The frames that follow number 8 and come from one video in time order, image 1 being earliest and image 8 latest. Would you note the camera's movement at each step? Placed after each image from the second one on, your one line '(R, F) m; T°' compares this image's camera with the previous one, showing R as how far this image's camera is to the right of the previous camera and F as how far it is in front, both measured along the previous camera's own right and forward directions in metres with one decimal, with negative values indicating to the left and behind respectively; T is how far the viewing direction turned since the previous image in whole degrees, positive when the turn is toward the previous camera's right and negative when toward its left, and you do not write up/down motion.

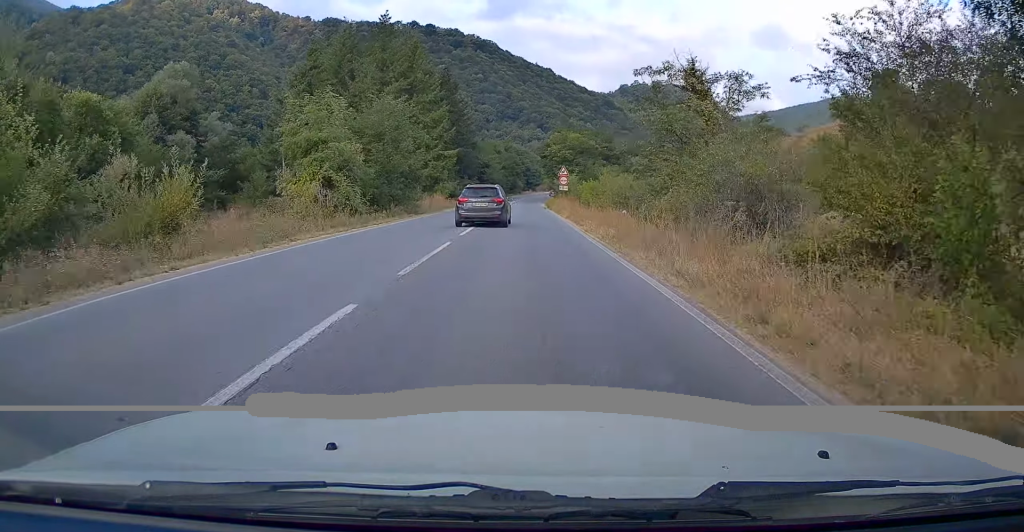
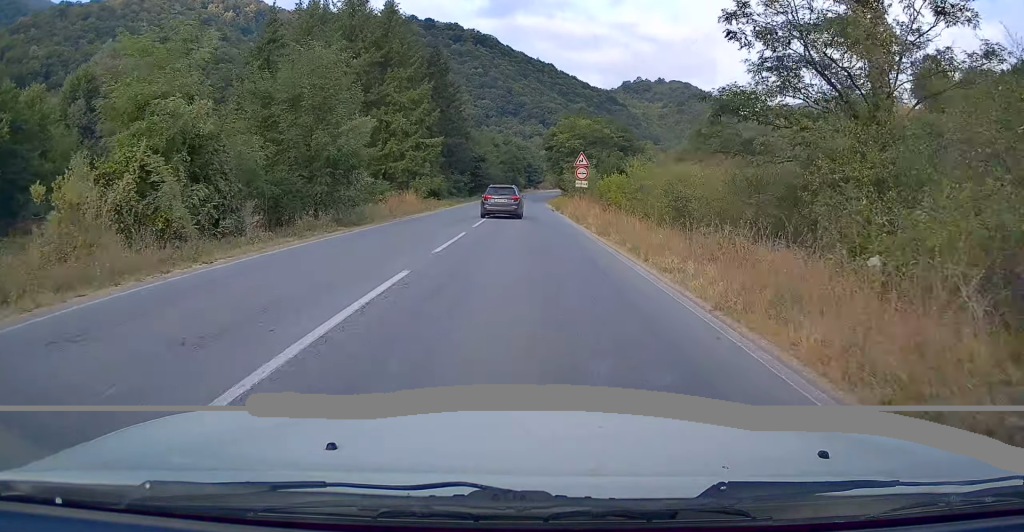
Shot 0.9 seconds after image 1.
(-0.3, +14.4) m; -1°
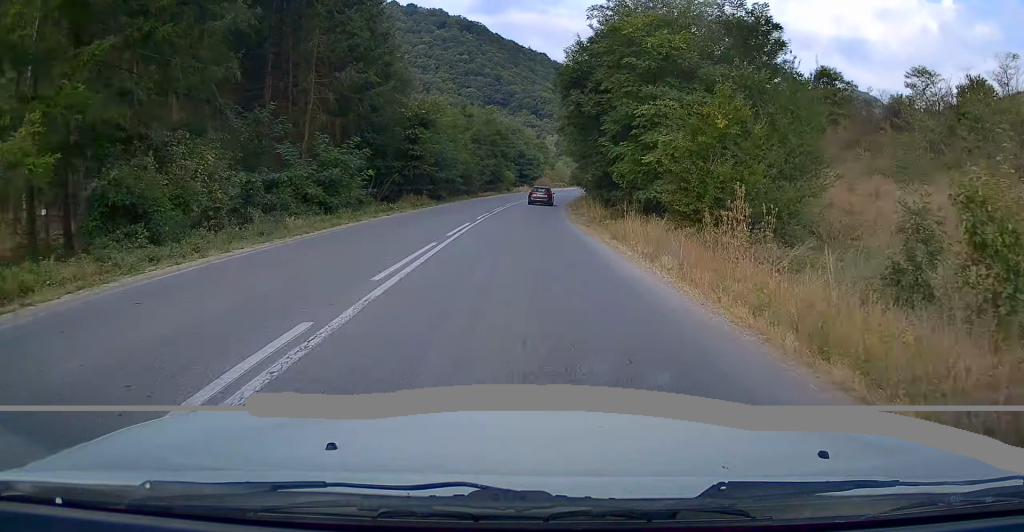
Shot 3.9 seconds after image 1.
(+0.1, +50.5) m; 0°
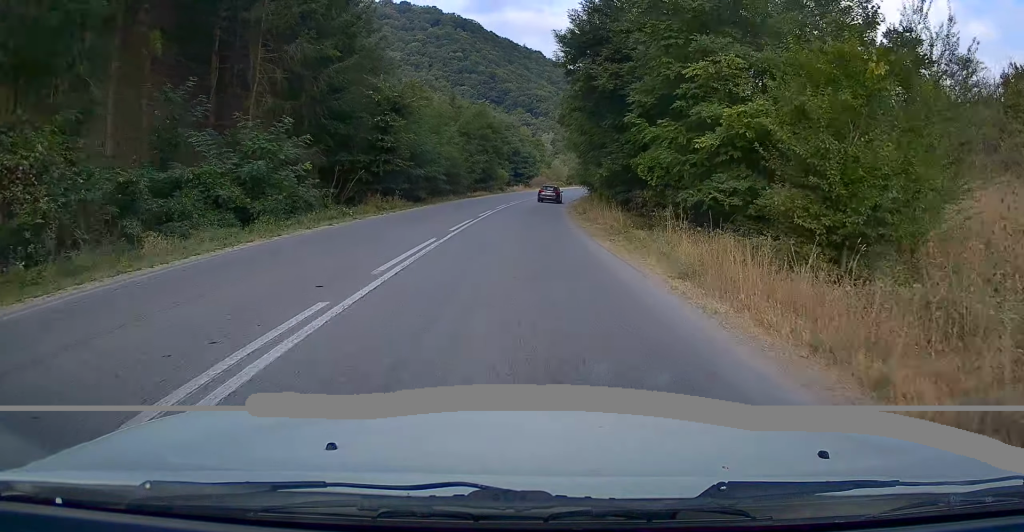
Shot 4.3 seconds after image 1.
(0.0, +7.8) m; +1°
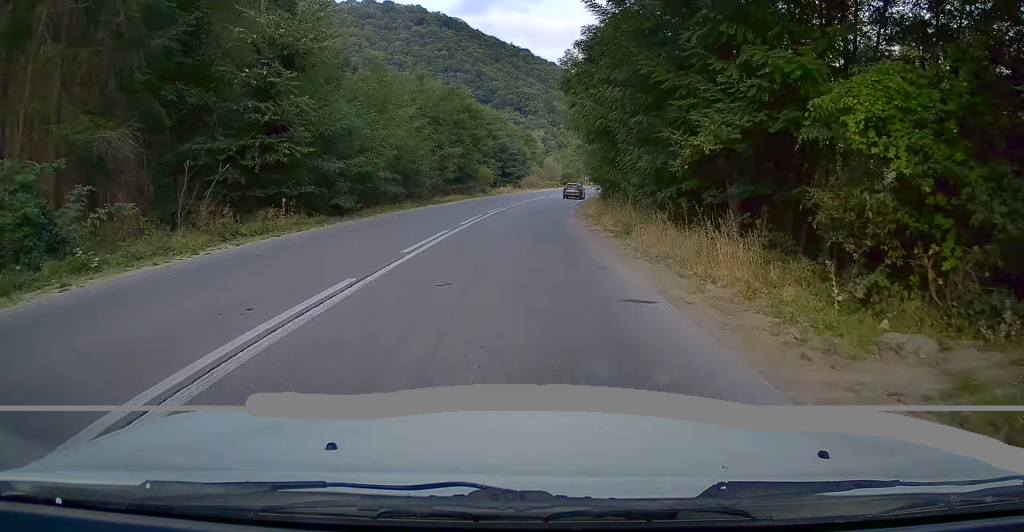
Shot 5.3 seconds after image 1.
(+0.2, +15.7) m; +1°
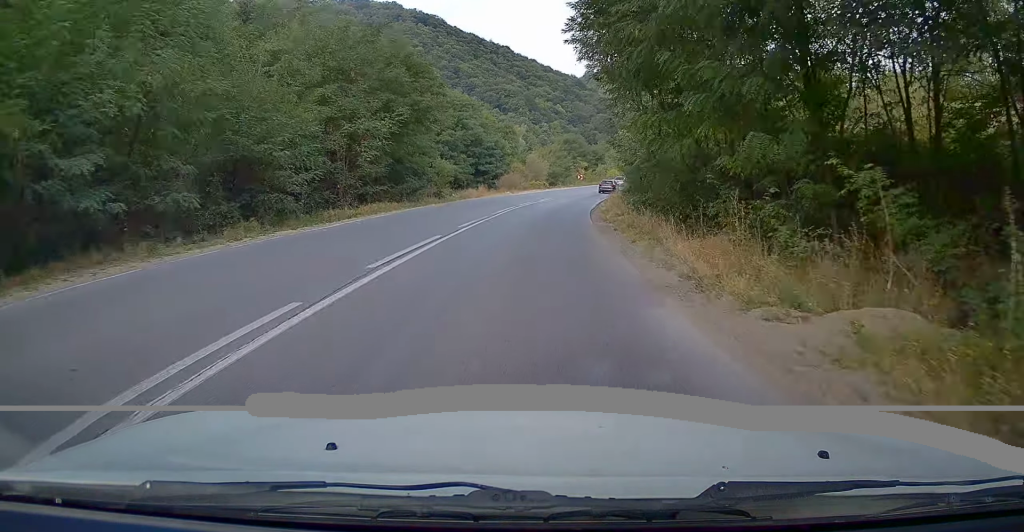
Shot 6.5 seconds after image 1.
(-0.2, +20.7) m; +1°
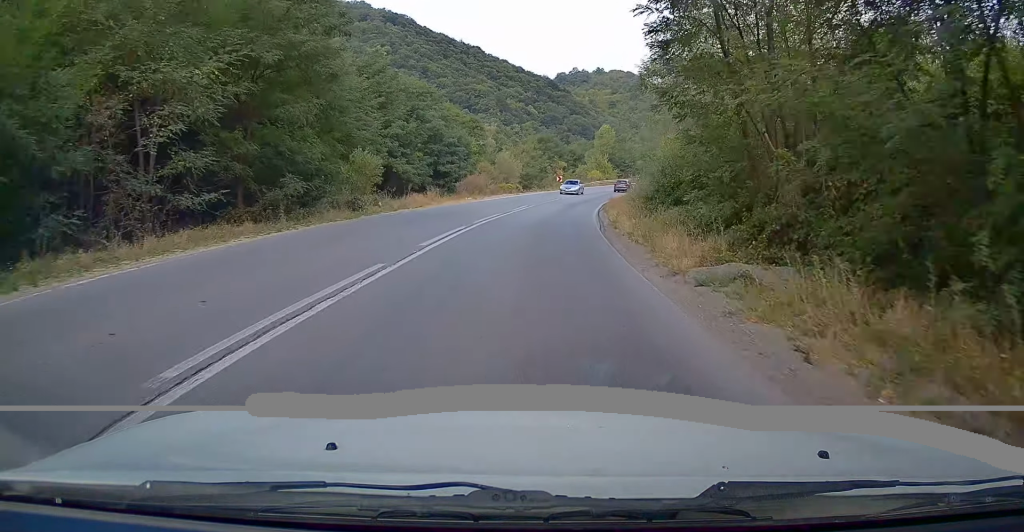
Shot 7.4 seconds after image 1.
(+0.4, +14.5) m; +2°
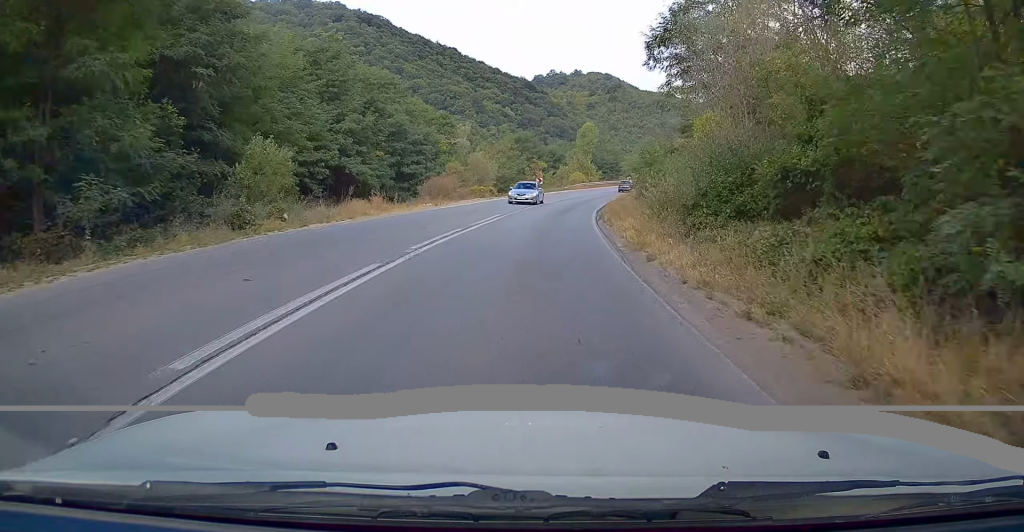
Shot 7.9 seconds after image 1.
(+0.2, +8.9) m; +1°
